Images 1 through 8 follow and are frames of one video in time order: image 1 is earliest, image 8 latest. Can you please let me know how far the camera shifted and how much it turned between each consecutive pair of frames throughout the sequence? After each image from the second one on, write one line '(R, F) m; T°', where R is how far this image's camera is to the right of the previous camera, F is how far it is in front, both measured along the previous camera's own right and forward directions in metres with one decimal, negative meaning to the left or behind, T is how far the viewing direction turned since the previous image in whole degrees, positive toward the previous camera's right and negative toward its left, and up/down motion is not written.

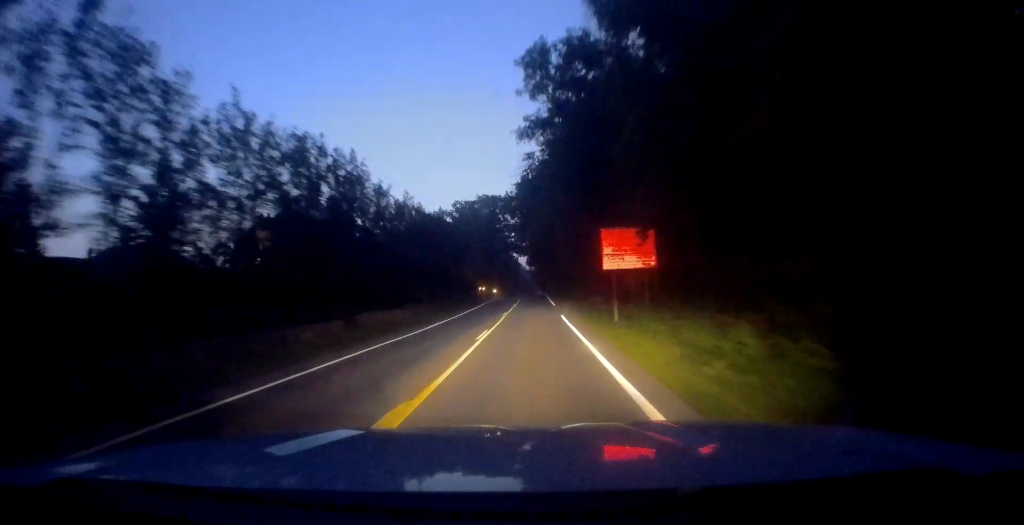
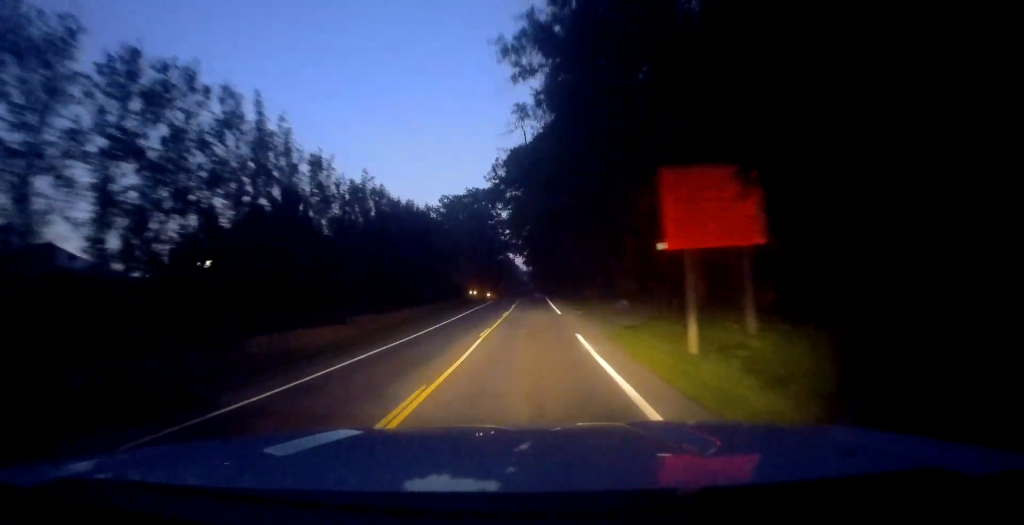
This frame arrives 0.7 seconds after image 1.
(-0.3, +13.1) m; -1°
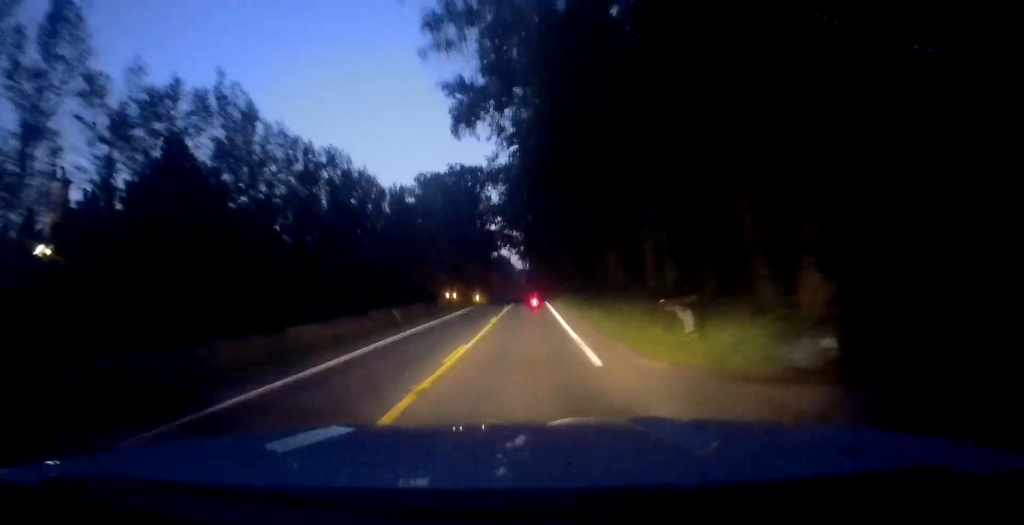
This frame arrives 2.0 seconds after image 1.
(-0.3, +22.2) m; 0°
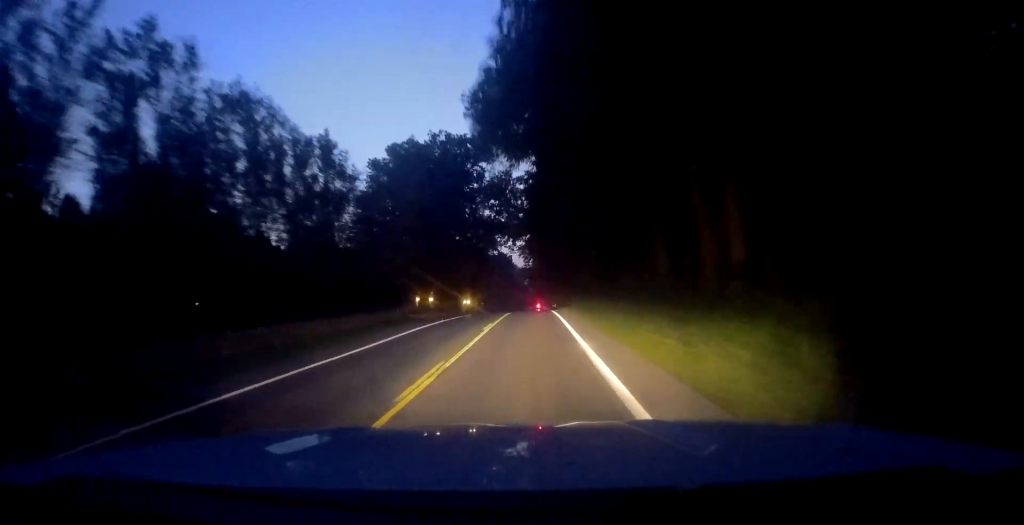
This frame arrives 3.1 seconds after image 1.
(+0.2, +19.6) m; 0°
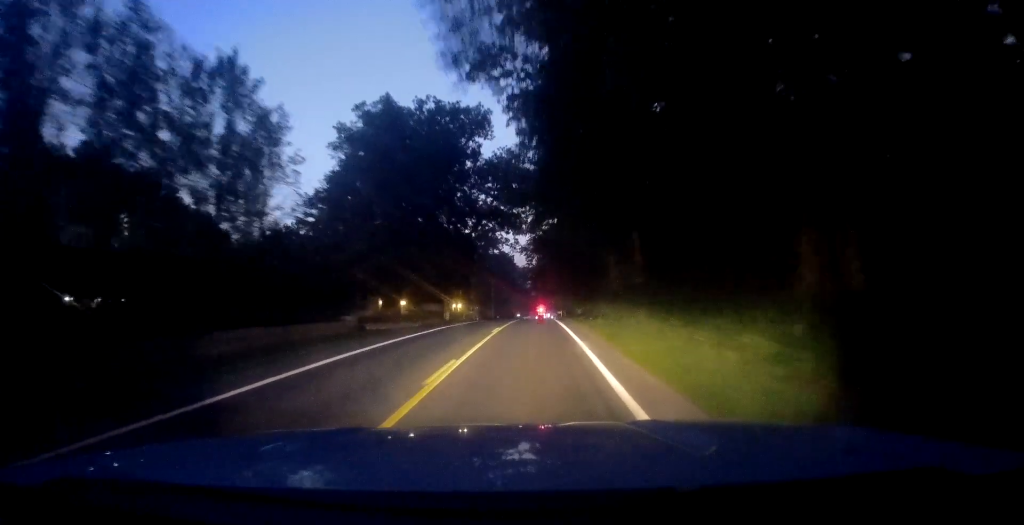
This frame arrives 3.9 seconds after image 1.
(-0.3, +13.2) m; 0°
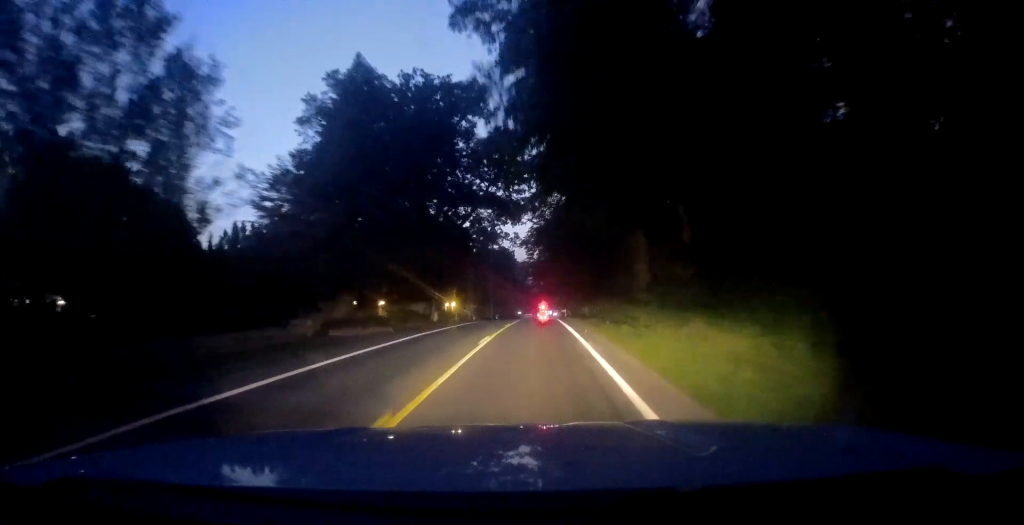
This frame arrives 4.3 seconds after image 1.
(-0.1, +6.9) m; 0°
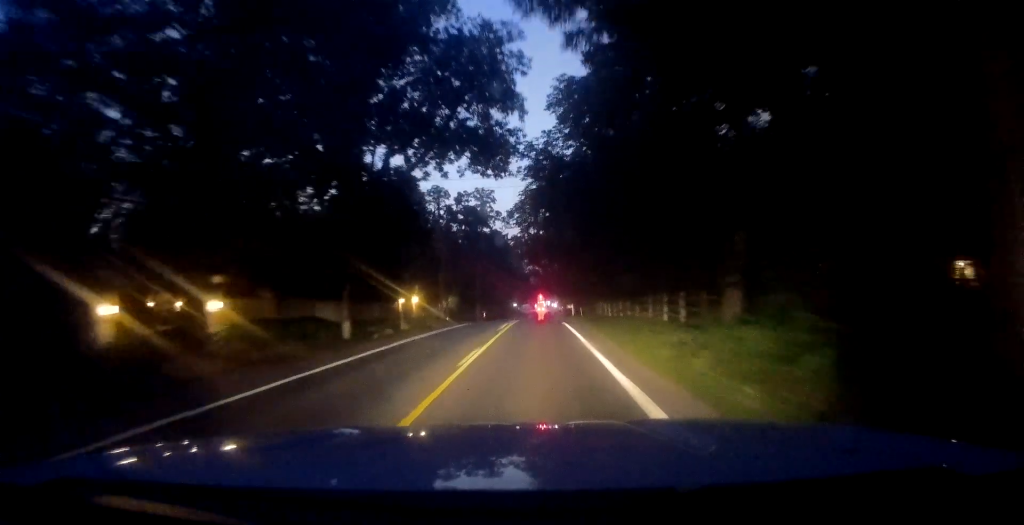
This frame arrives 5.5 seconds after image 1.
(+0.3, +20.3) m; 0°
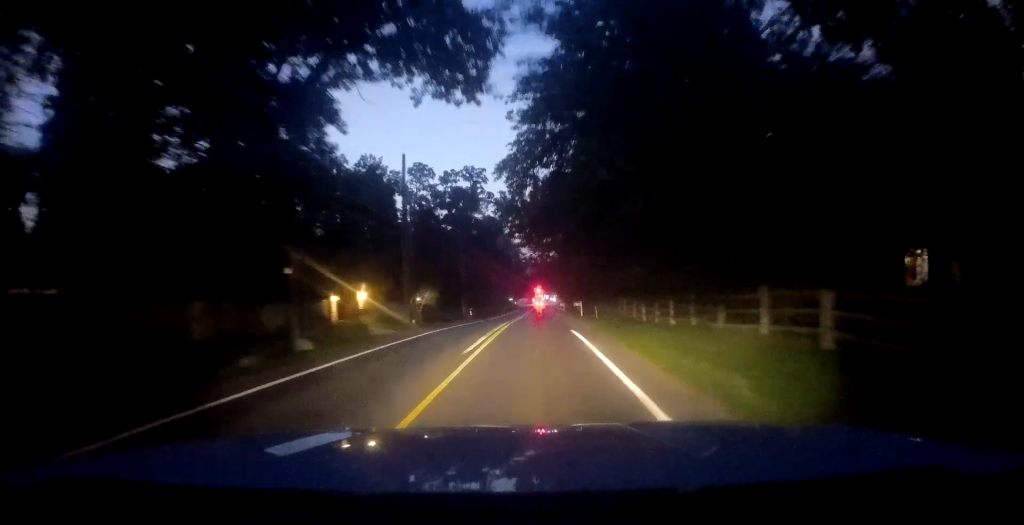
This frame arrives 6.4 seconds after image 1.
(-0.2, +14.5) m; 0°
